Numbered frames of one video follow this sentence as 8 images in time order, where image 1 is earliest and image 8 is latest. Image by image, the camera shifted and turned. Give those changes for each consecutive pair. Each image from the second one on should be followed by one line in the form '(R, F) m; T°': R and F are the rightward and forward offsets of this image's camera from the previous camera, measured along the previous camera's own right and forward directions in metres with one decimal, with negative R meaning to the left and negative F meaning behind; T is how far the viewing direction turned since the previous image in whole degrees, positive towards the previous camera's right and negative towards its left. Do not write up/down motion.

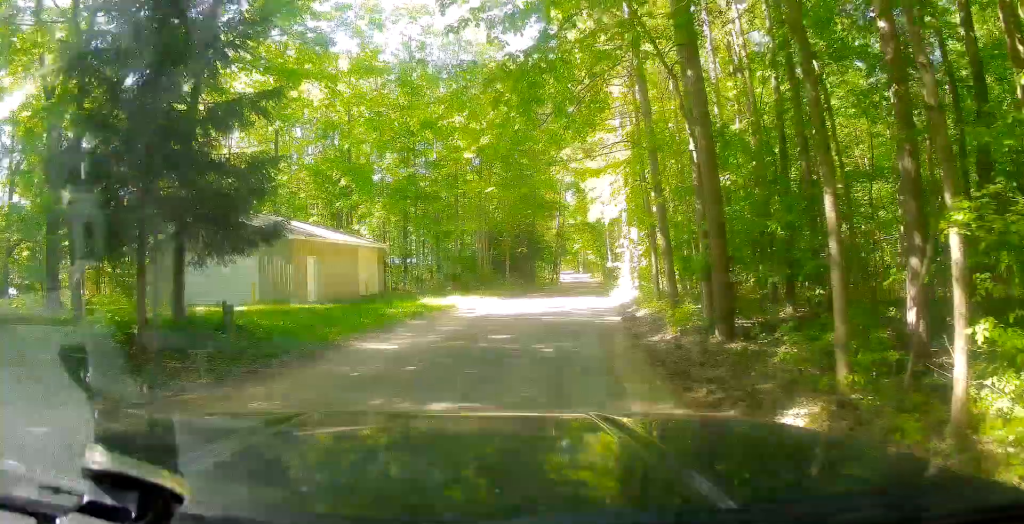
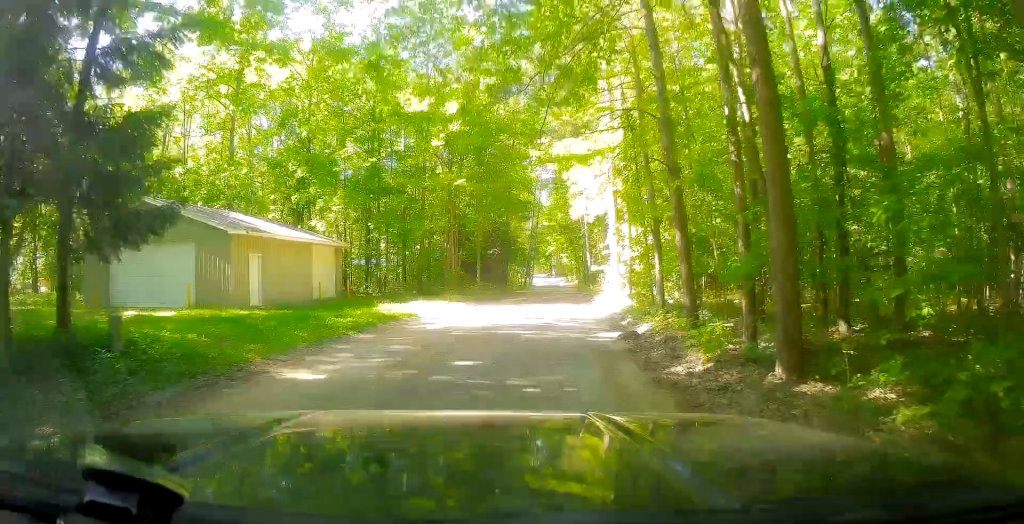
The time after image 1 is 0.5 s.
(0.0, +3.0) m; +3°
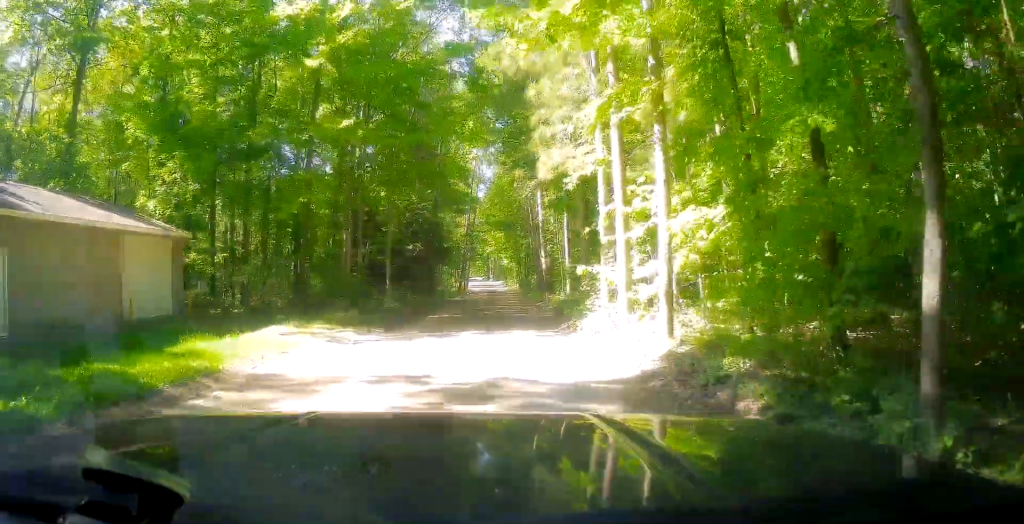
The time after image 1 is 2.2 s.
(+1.3, +10.4) m; +13°
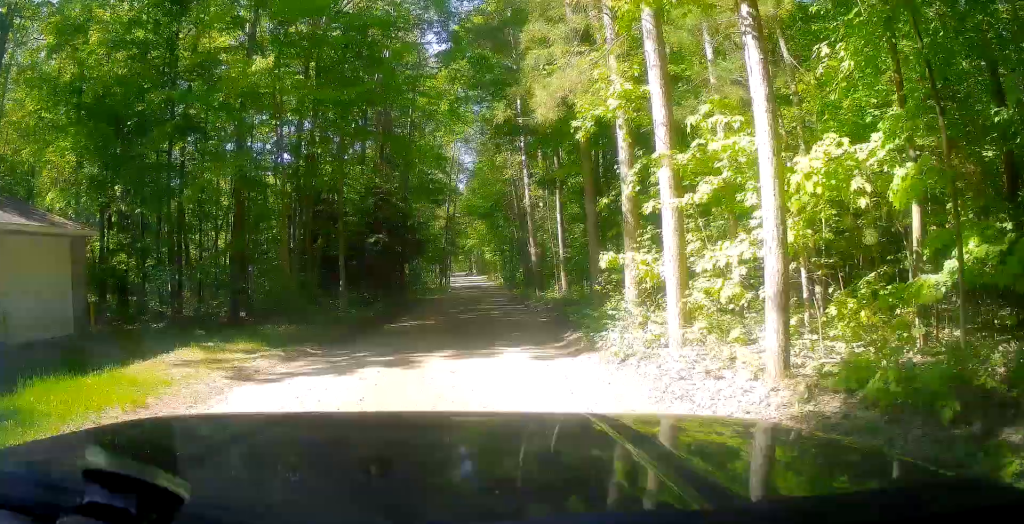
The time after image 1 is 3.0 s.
(+0.3, +4.7) m; -2°
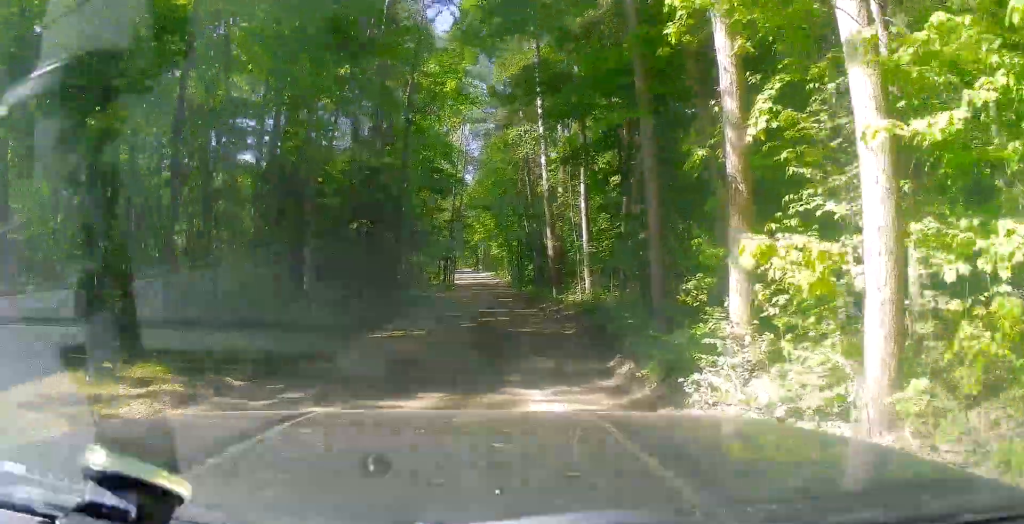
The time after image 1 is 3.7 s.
(-0.2, +4.4) m; -3°
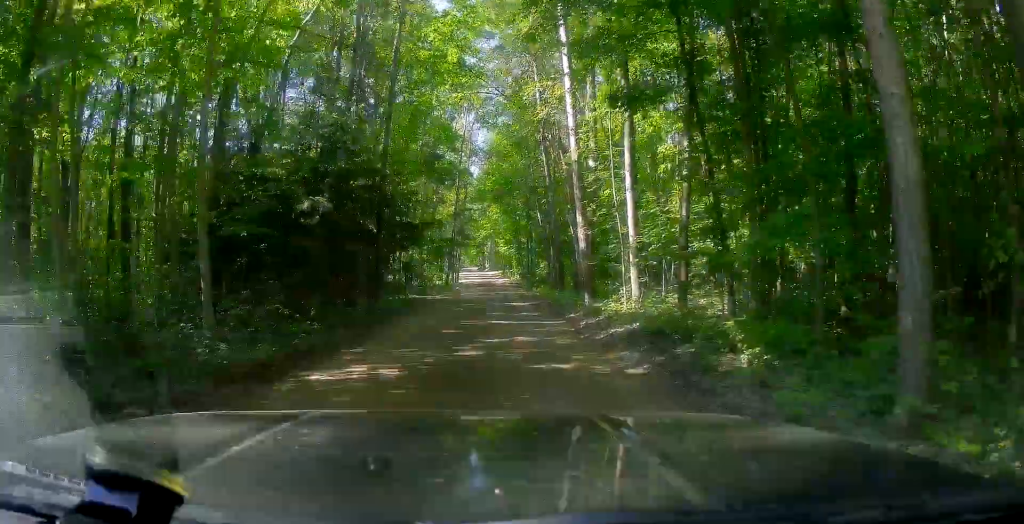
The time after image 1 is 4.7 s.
(-0.3, +6.1) m; -1°
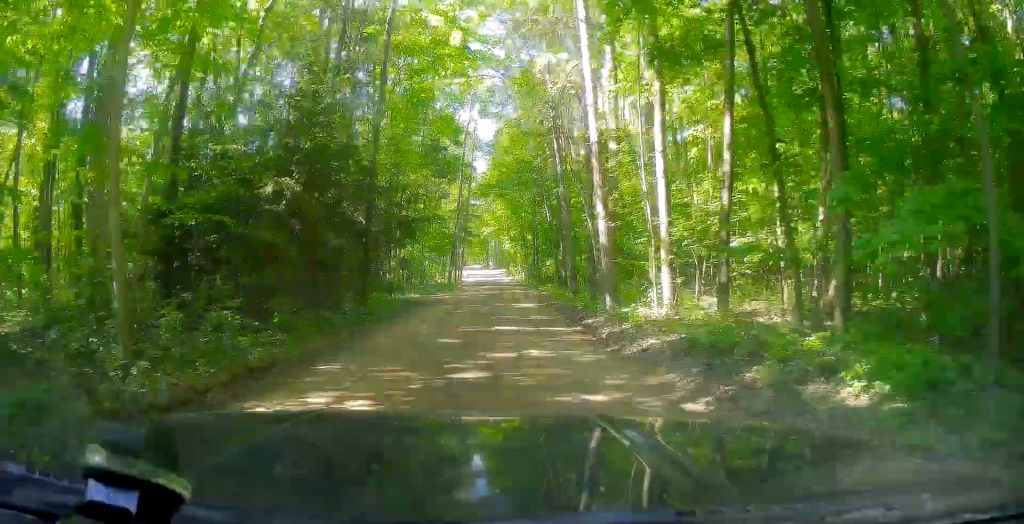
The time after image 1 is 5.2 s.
(+0.1, +2.7) m; +1°
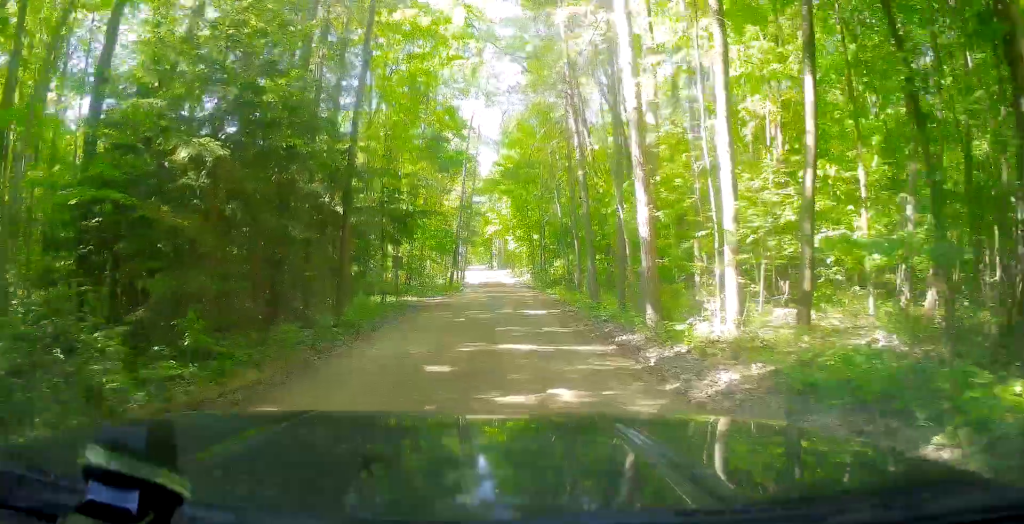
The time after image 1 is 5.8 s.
(0.0, +3.7) m; -3°
